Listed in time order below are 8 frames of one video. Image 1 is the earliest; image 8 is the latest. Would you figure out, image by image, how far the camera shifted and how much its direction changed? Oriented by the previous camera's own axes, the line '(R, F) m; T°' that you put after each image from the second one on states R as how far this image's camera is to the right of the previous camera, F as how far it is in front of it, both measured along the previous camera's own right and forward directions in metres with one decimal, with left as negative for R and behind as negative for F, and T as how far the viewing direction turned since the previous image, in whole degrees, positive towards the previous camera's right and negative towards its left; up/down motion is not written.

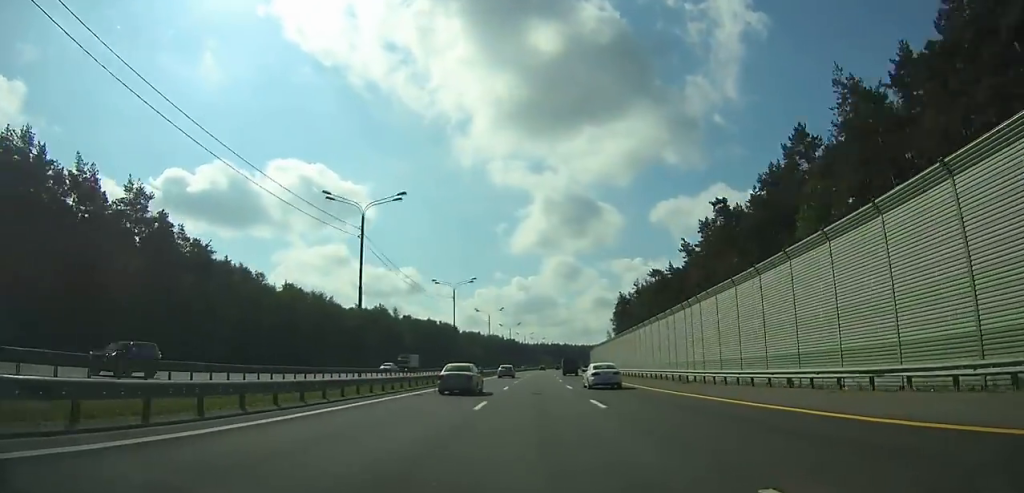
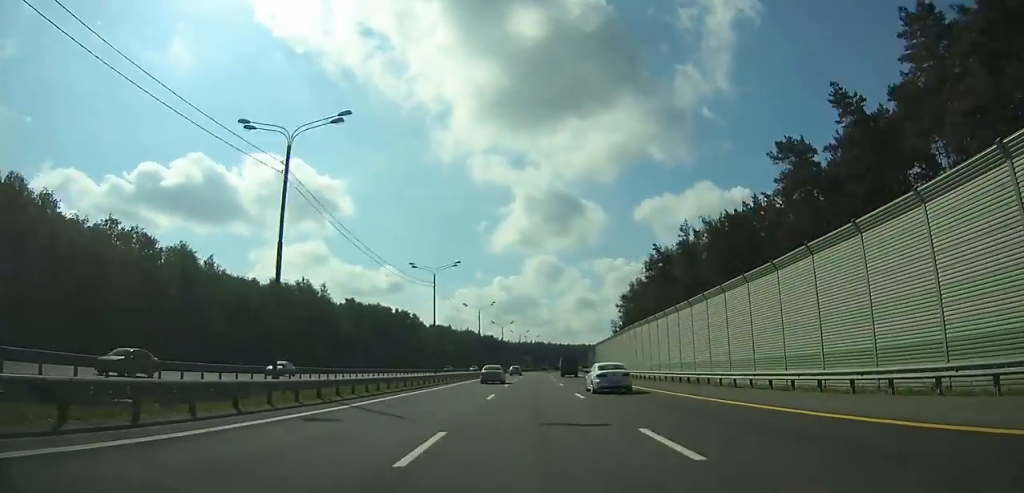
(+1.1, +58.1) m; +2°
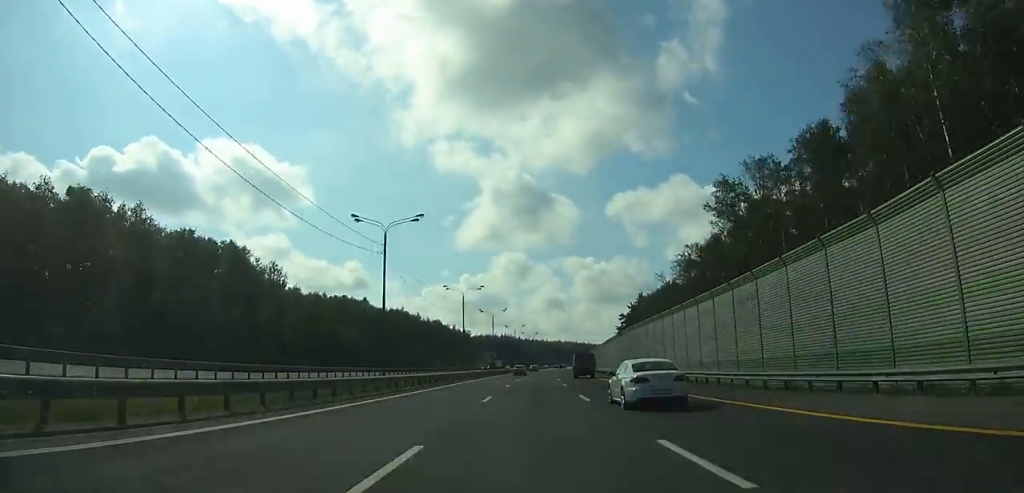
(+3.3, +114.4) m; +3°
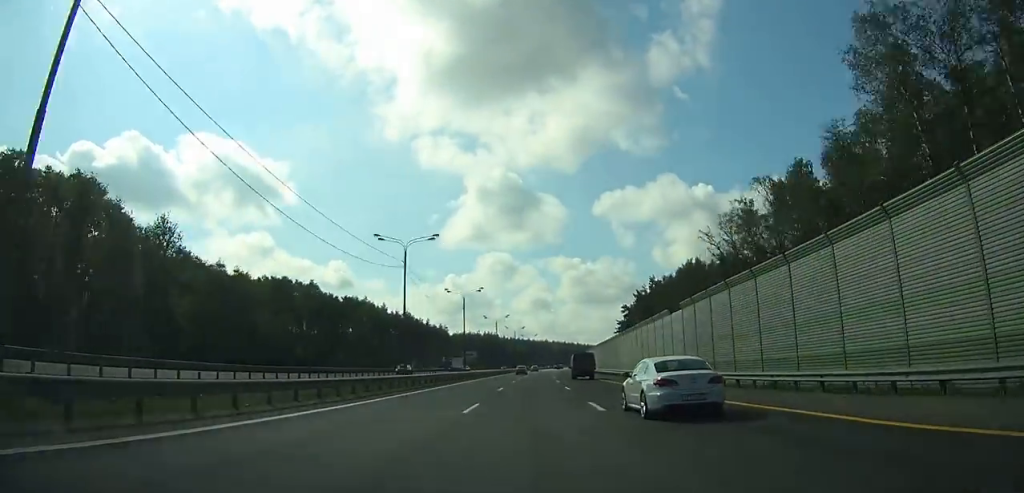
(+0.6, +37.4) m; +1°
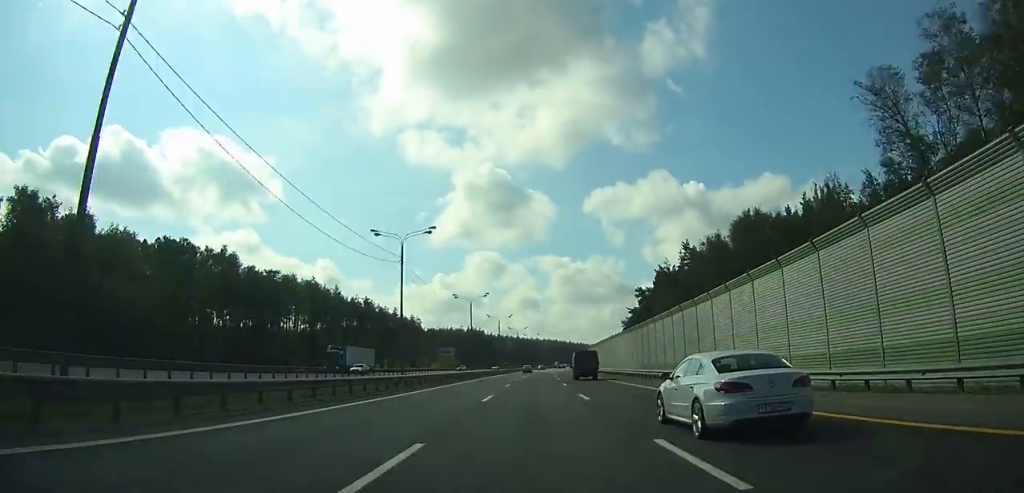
(+0.3, +42.8) m; +1°
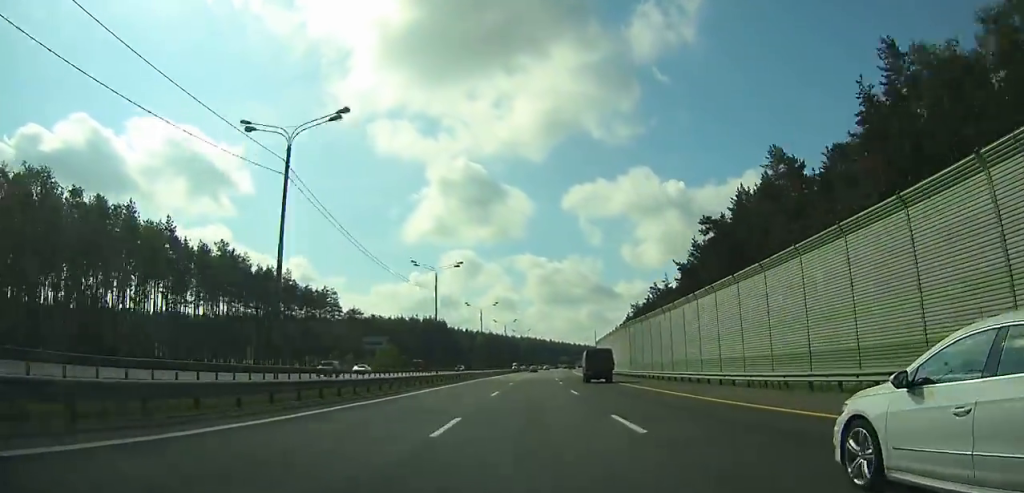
(+1.6, +74.9) m; +2°
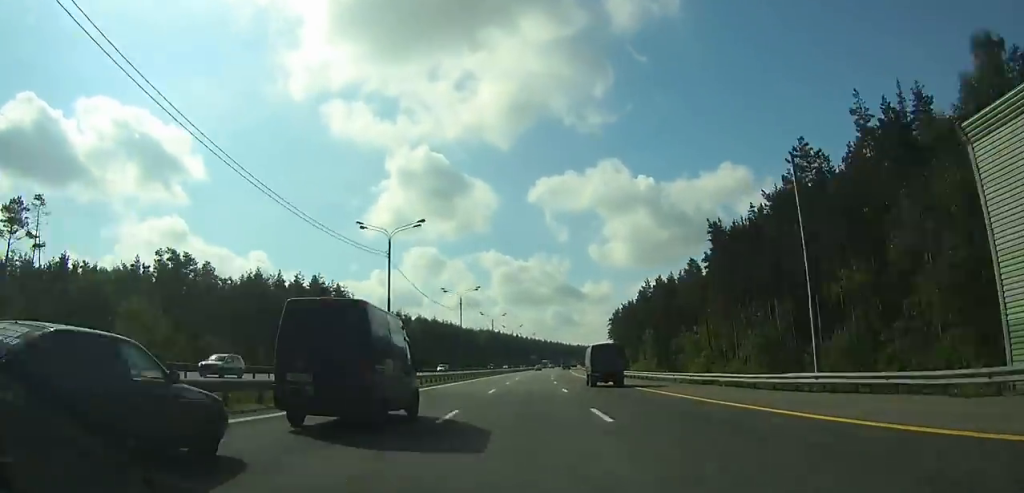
(+3.1, +109.5) m; +3°
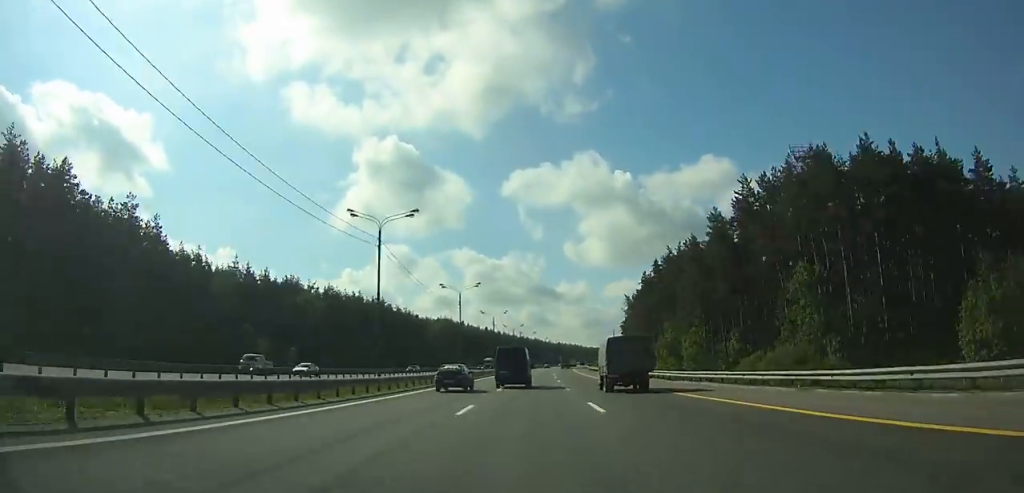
(+2.5, +93.2) m; +3°
